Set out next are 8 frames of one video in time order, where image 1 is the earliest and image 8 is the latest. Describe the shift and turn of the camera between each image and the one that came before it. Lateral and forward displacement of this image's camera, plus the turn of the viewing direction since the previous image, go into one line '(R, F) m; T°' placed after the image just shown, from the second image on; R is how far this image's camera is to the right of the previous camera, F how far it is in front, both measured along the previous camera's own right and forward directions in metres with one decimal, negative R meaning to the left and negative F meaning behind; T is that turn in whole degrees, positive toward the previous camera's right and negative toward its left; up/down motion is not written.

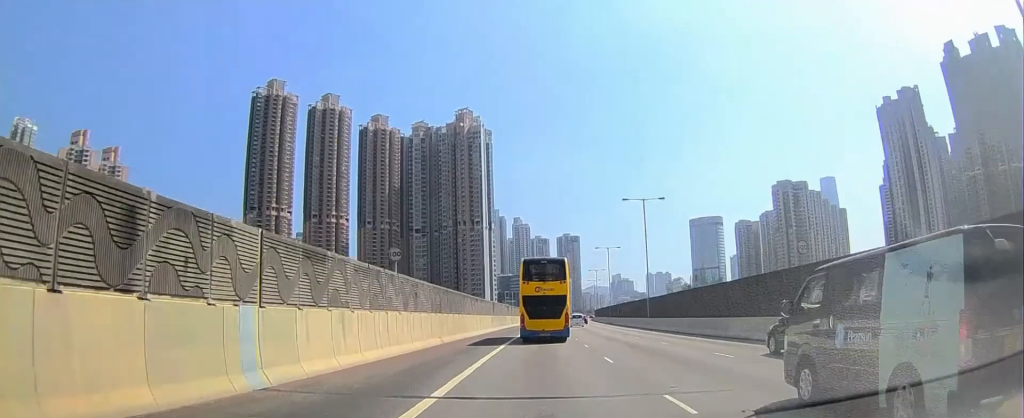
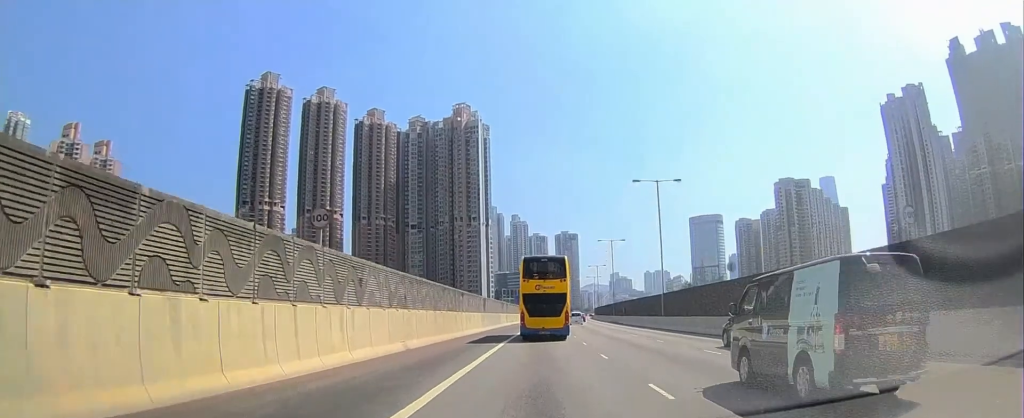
(+1.2, +4.6) m; +1°
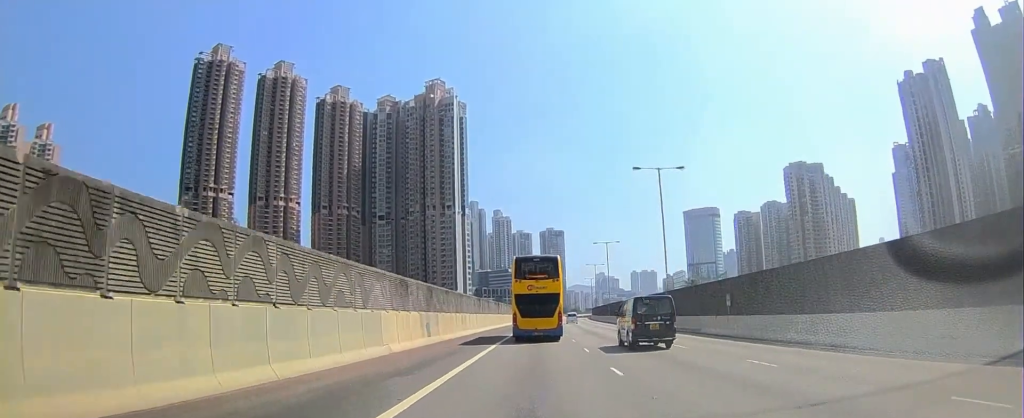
(-5.5, +47.5) m; -5°
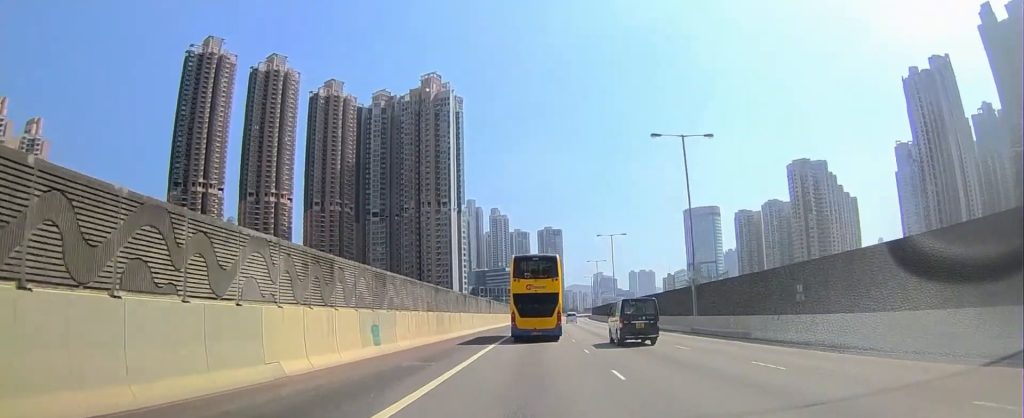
(-0.1, +9.6) m; +1°
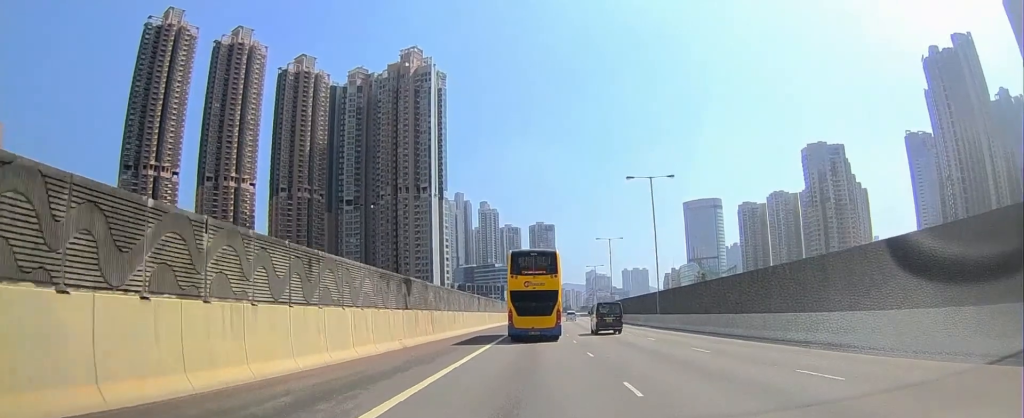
(+0.9, +43.2) m; 0°
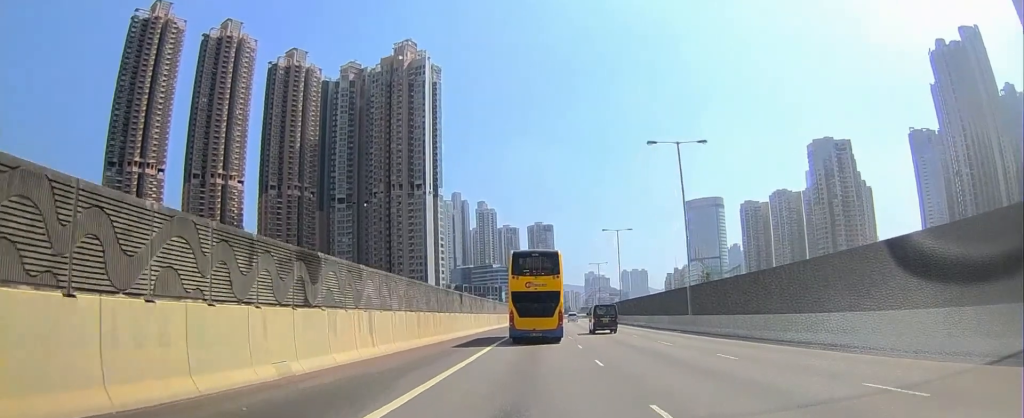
(-0.2, +14.7) m; 0°
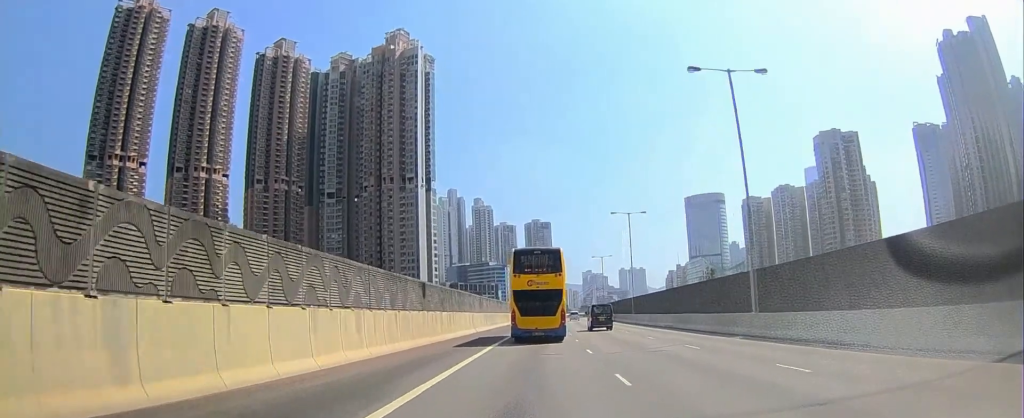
(-0.1, +16.7) m; +1°
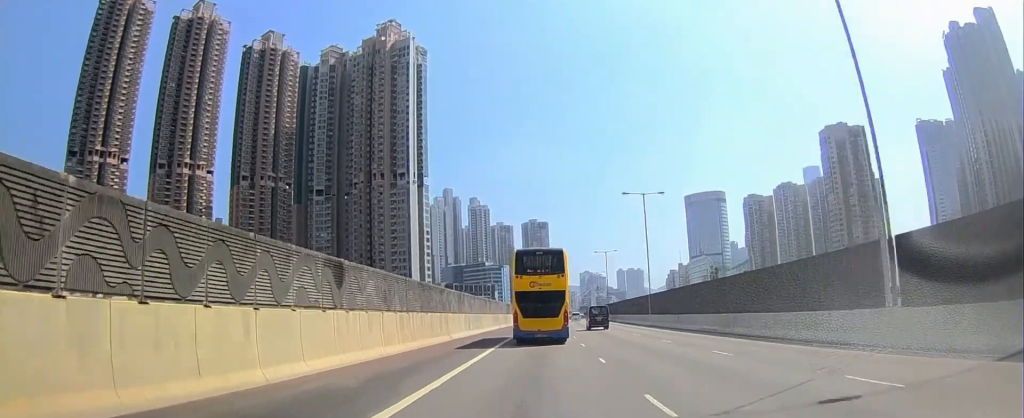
(0.0, +15.3) m; +1°
